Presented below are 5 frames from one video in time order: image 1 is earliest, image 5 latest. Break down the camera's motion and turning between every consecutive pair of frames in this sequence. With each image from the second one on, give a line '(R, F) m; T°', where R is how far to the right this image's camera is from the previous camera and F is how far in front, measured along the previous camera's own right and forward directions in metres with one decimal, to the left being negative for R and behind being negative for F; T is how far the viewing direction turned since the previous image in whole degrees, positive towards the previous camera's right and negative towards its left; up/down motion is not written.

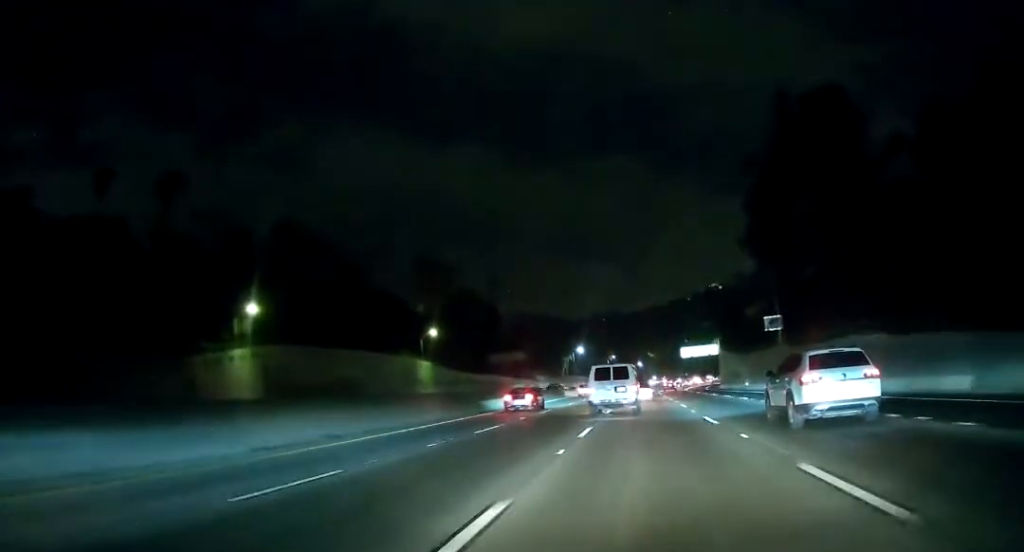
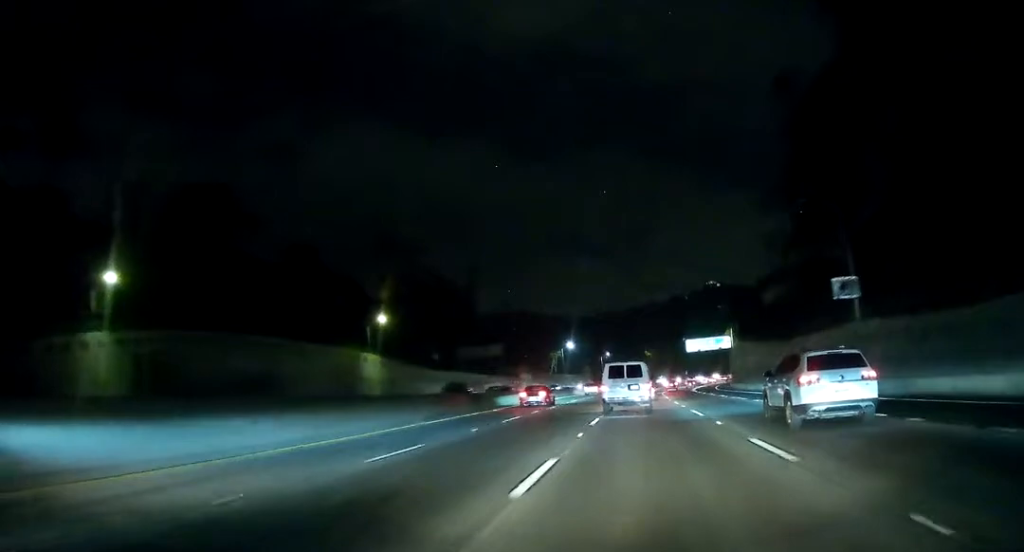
(+0.1, +24.4) m; +1°
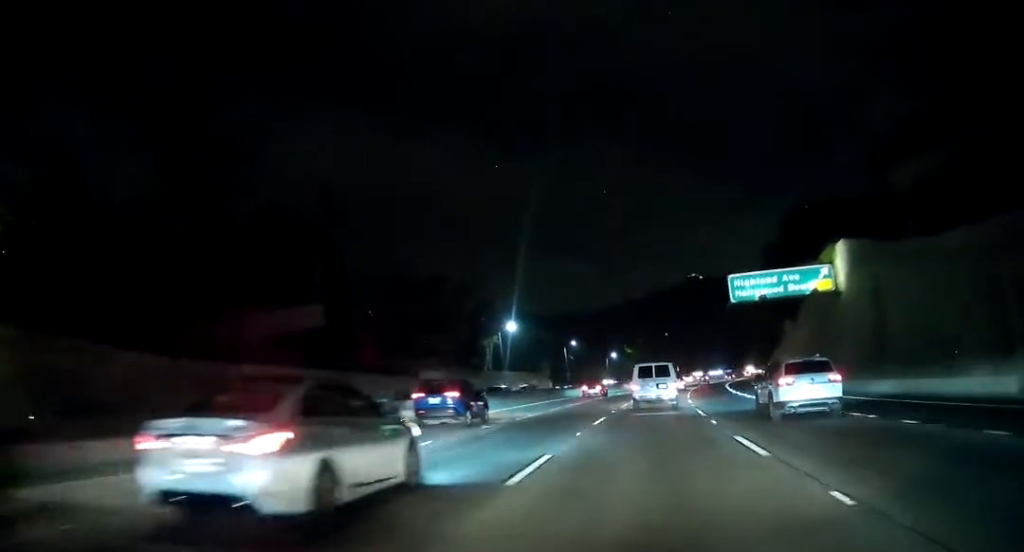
(+0.5, +71.0) m; +1°
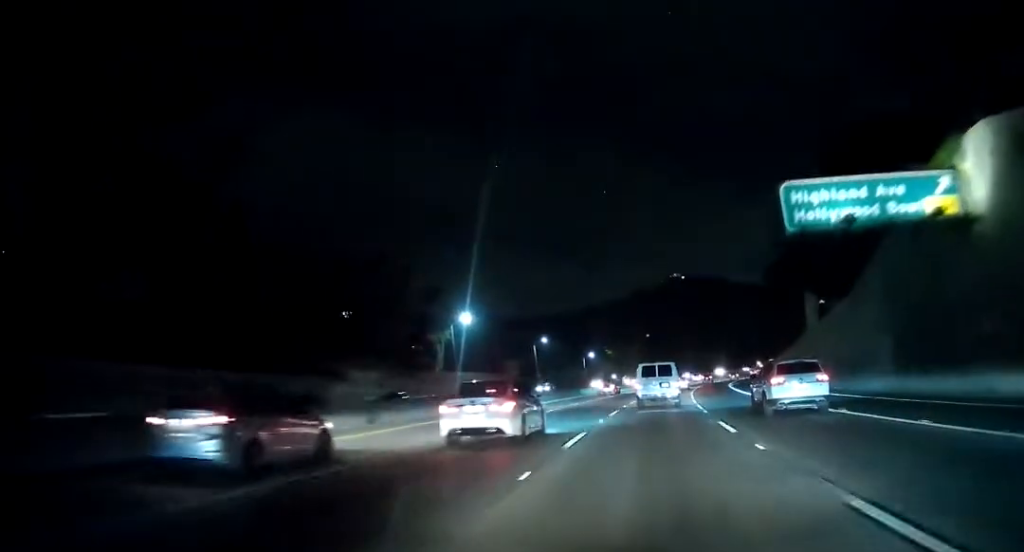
(+0.2, +23.2) m; +2°
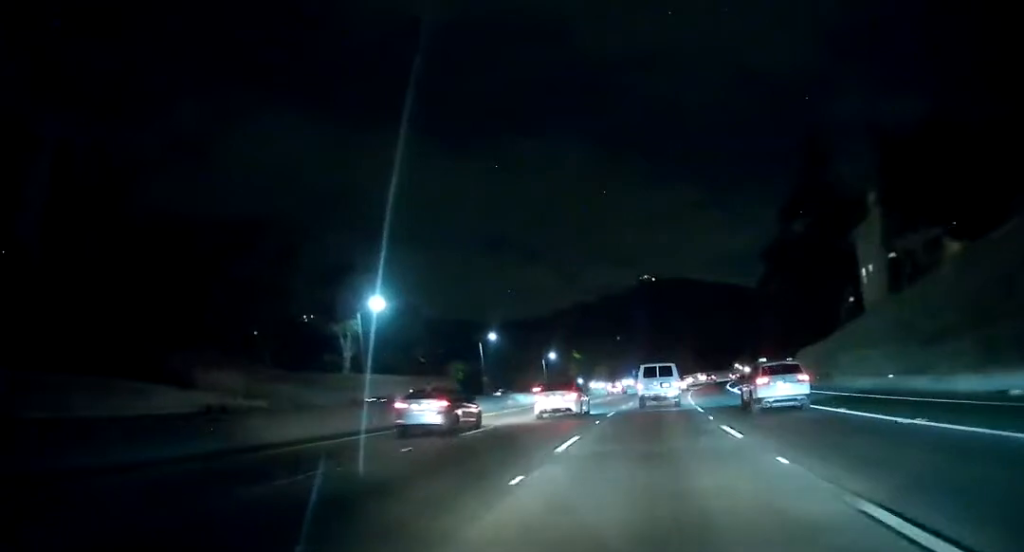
(+1.0, +28.7) m; +3°
